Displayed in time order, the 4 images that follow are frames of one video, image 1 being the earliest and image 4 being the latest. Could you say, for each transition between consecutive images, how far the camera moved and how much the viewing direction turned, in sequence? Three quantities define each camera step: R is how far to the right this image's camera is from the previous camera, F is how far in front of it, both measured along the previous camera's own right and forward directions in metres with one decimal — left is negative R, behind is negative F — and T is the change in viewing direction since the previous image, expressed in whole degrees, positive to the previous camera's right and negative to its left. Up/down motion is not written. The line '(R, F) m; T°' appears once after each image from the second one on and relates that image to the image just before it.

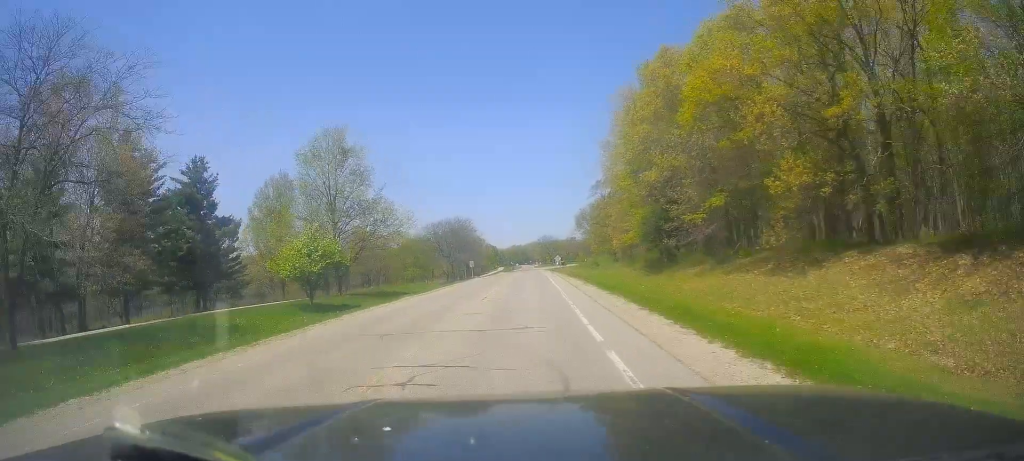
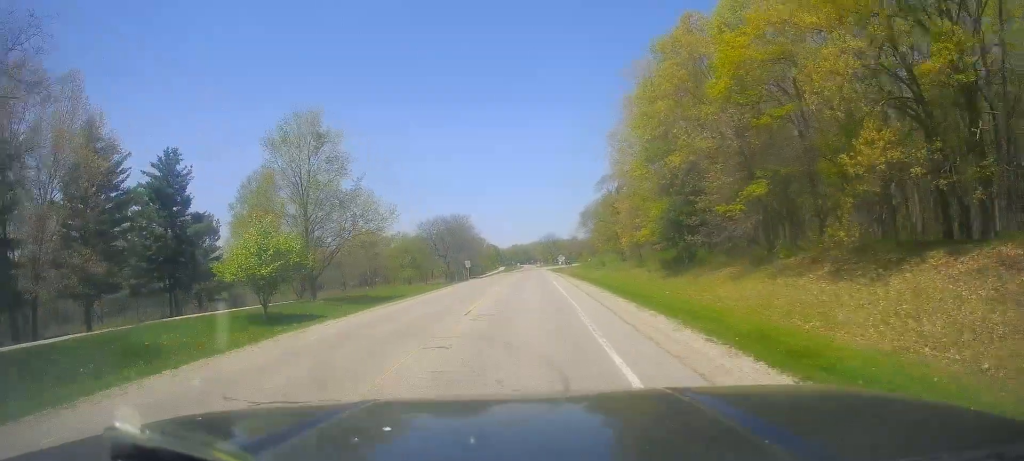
(-0.1, +6.9) m; 0°
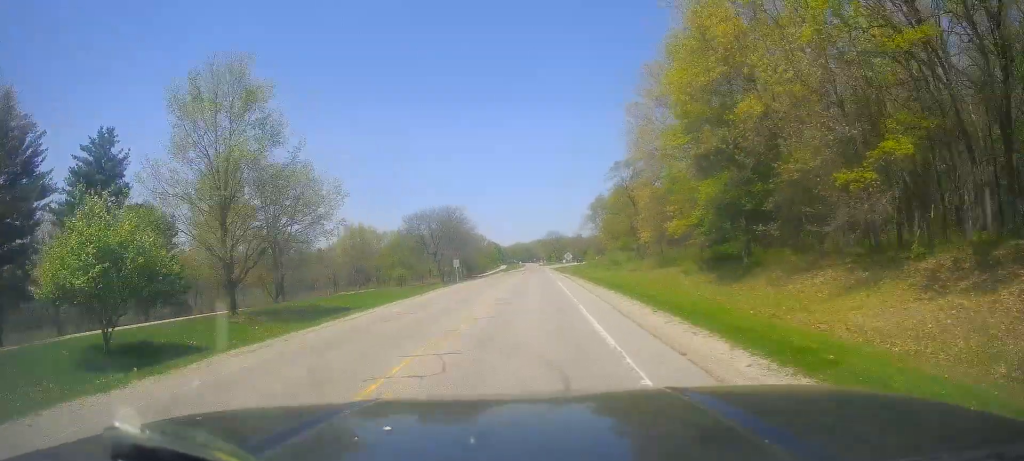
(-0.2, +13.2) m; +1°
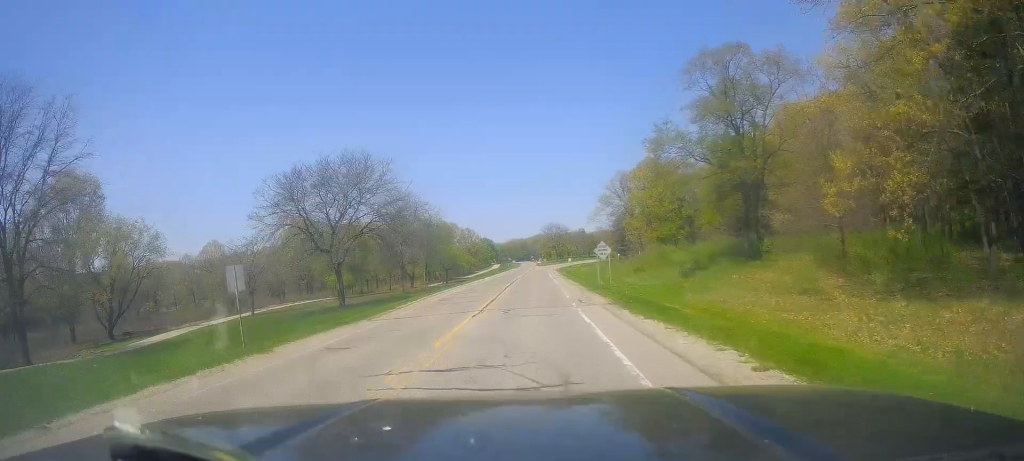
(+0.2, +46.0) m; -1°
